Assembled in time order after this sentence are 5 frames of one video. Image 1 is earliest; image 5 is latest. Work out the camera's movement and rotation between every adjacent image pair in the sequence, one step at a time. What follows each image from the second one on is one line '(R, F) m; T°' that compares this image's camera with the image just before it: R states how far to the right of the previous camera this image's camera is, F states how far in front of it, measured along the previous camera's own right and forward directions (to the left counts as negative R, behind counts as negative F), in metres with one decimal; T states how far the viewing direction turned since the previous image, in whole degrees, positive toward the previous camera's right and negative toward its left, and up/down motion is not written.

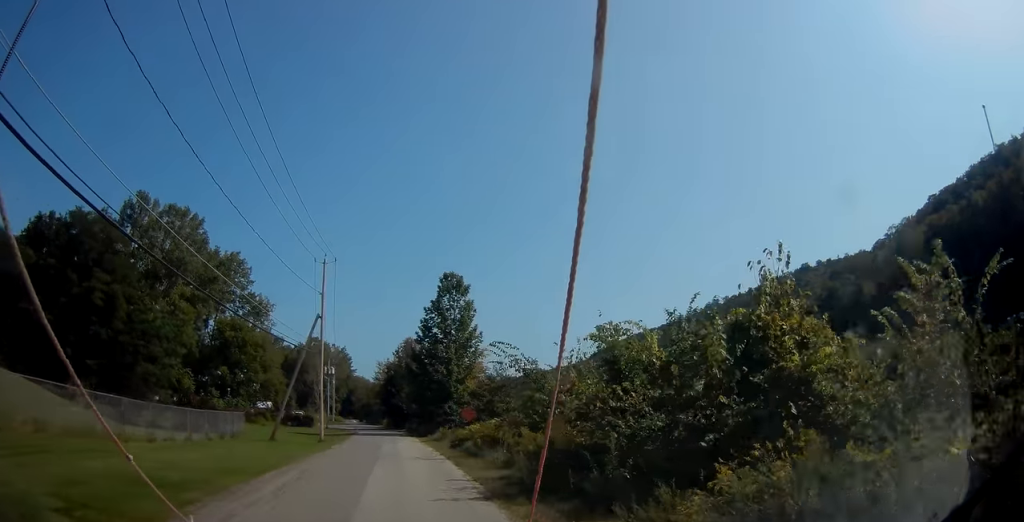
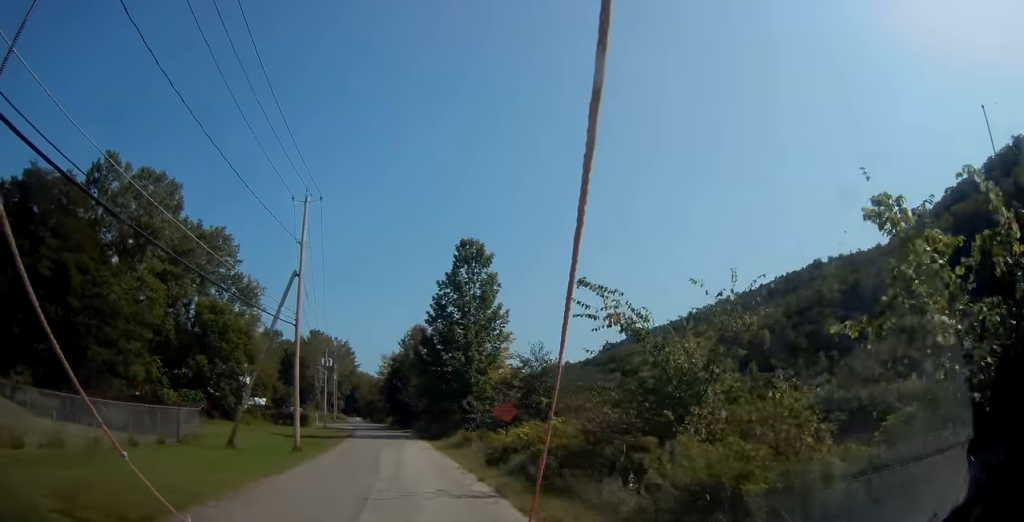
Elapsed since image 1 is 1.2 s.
(-0.1, +11.1) m; -2°
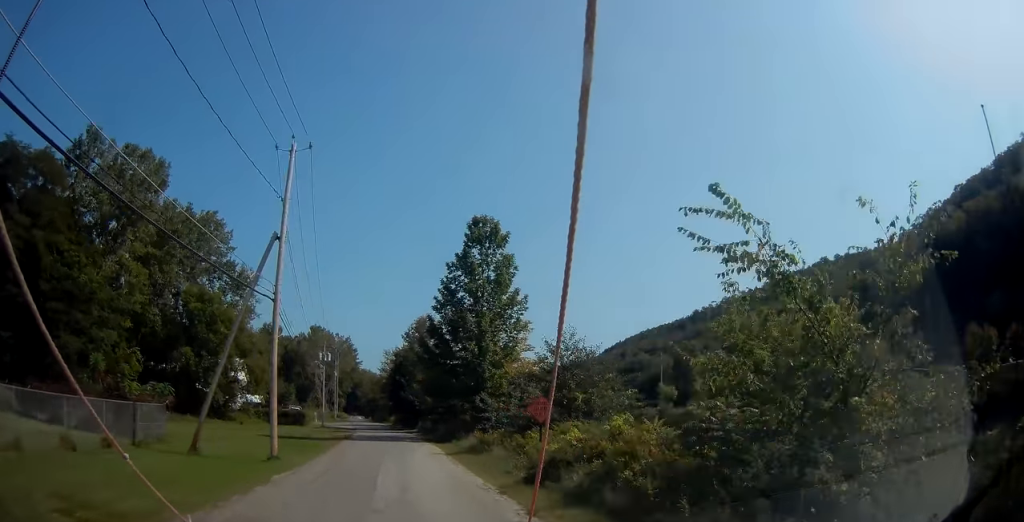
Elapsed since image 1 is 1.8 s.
(-0.1, +5.7) m; 0°
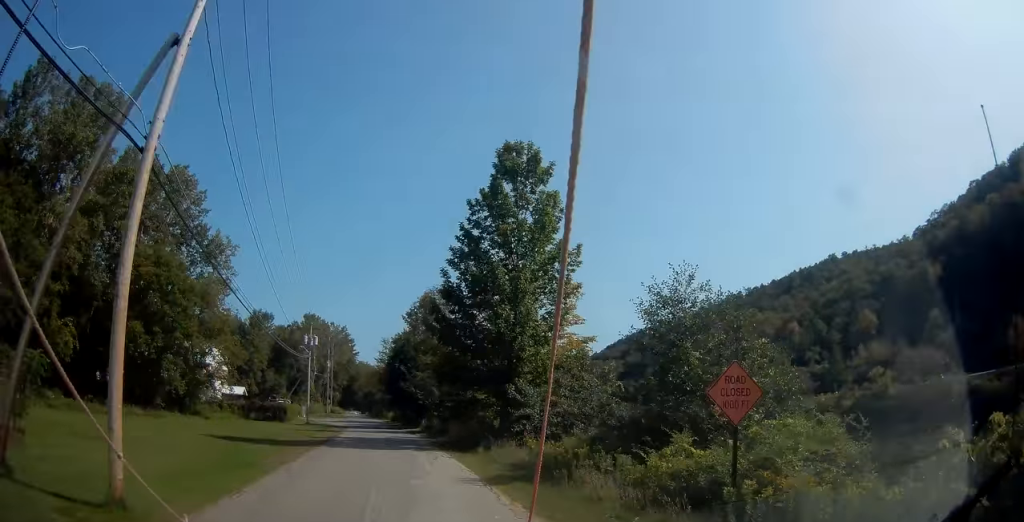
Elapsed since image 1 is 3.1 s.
(+0.1, +12.5) m; +2°
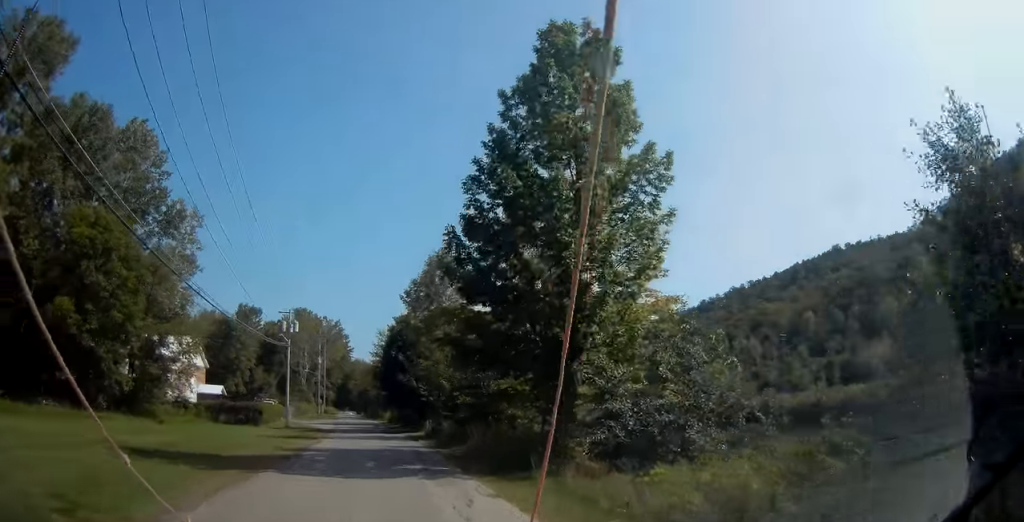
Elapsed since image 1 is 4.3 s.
(+0.1, +11.6) m; -2°
